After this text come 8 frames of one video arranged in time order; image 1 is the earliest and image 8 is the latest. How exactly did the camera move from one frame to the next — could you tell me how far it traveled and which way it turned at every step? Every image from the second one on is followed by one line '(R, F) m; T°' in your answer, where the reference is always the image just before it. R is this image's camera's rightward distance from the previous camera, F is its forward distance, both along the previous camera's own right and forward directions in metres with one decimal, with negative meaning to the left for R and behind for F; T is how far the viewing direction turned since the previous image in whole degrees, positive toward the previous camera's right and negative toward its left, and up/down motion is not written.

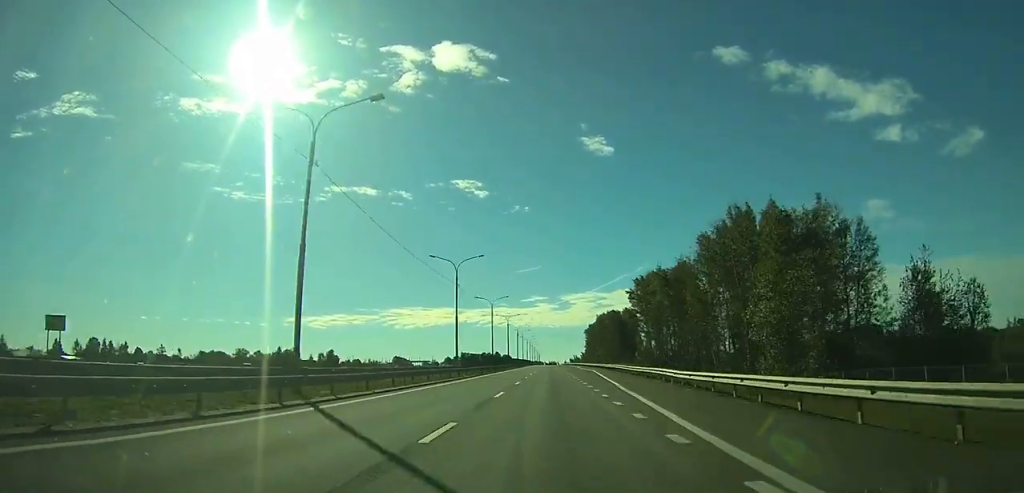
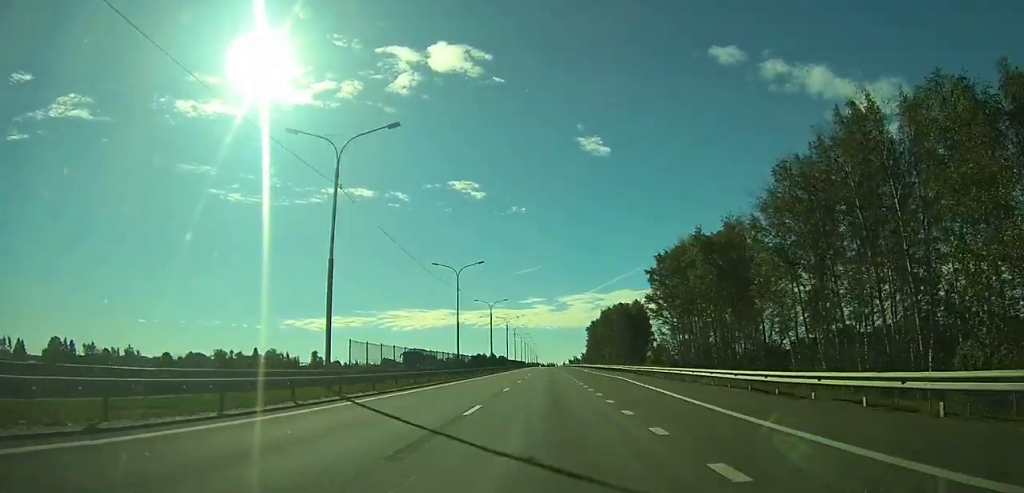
(0.0, +30.8) m; 0°
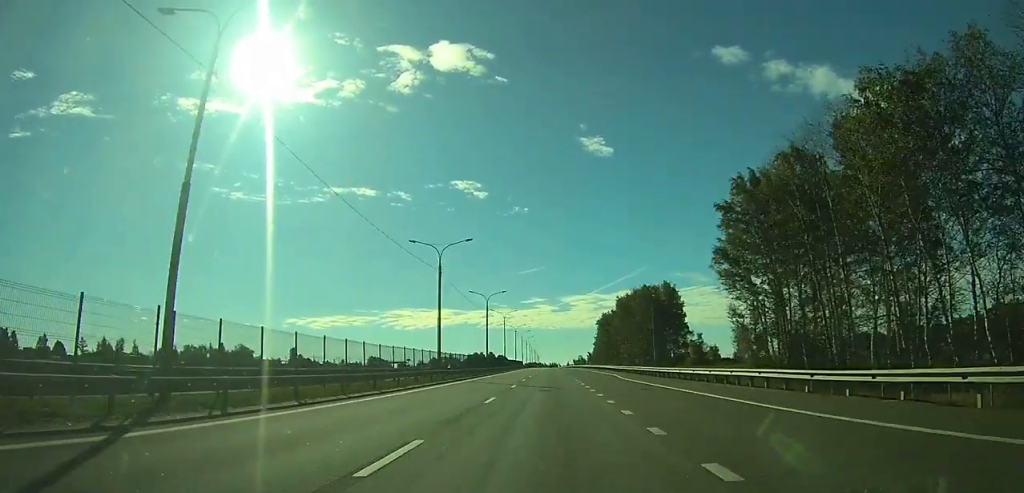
(0.0, +44.1) m; 0°
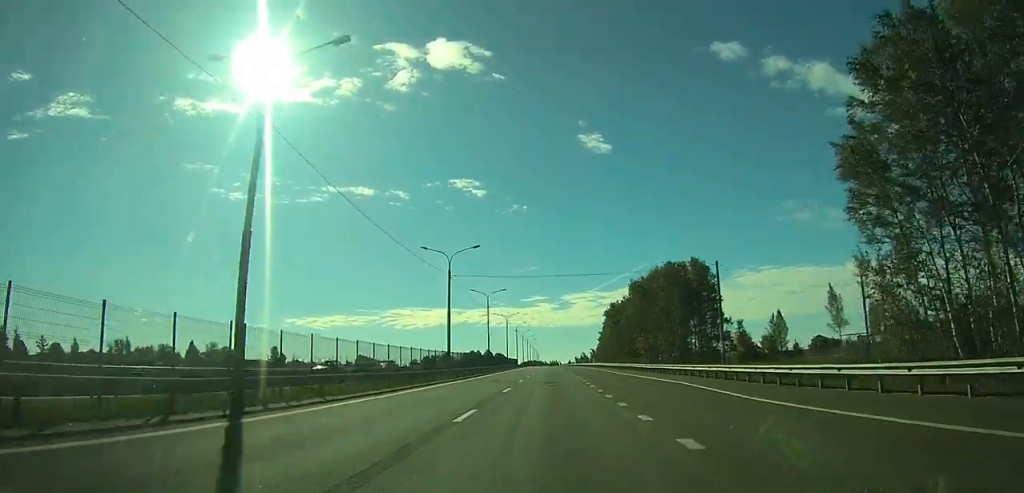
(-0.1, +30.5) m; 0°
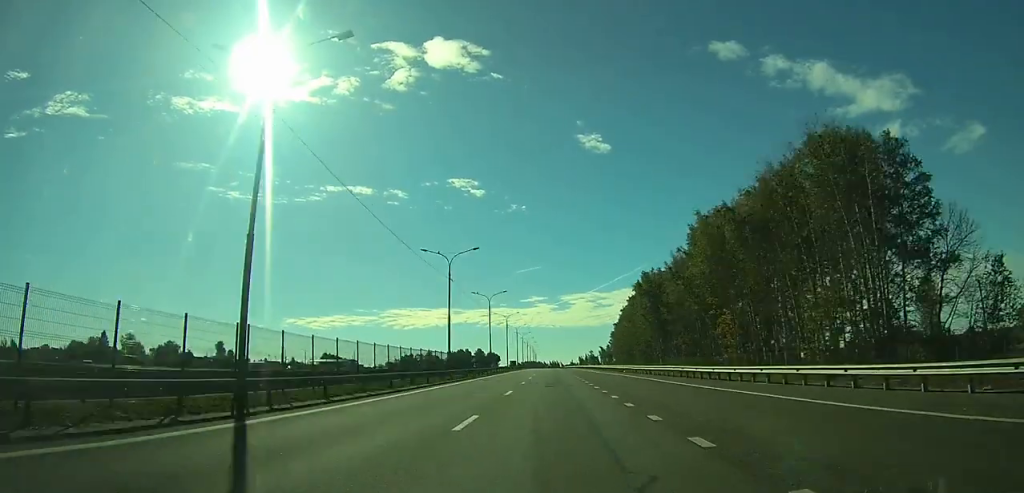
(+0.7, +67.8) m; 0°
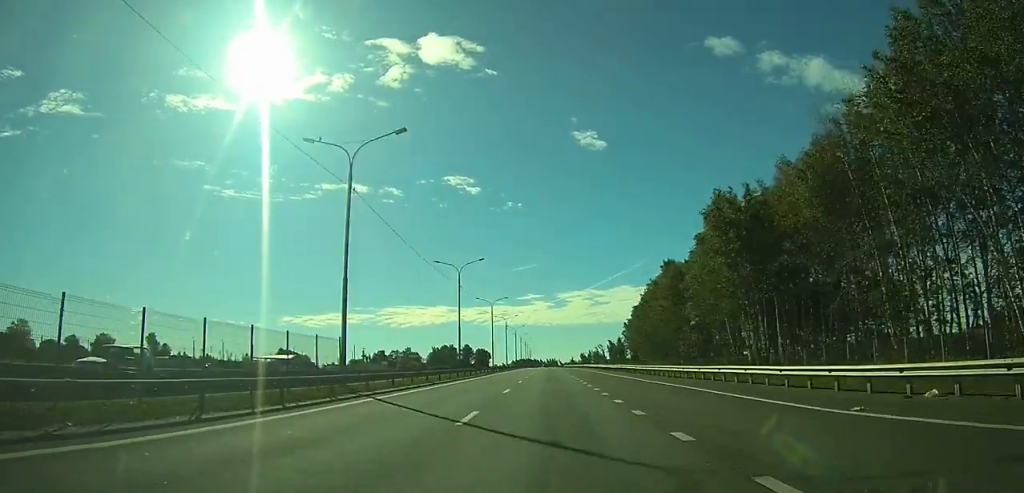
(-1.1, +59.5) m; 0°
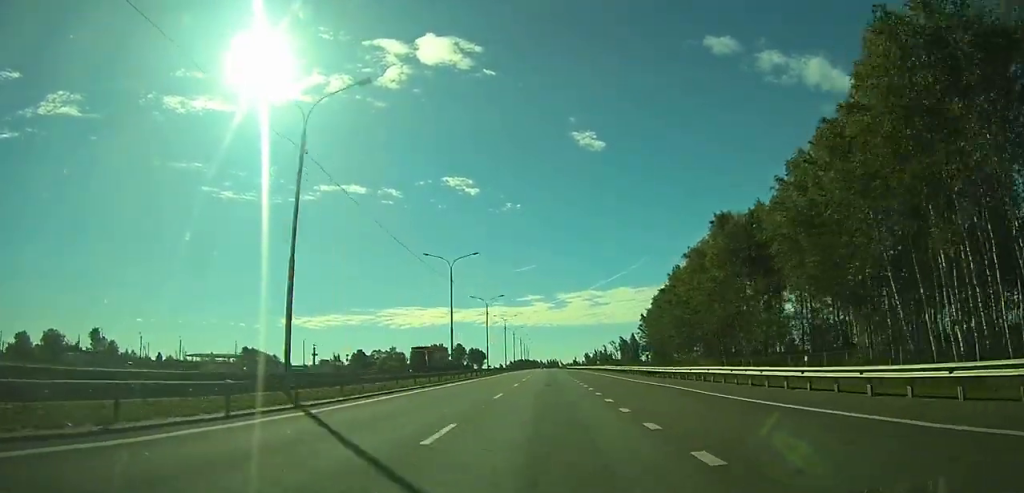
(+0.5, +38.7) m; 0°
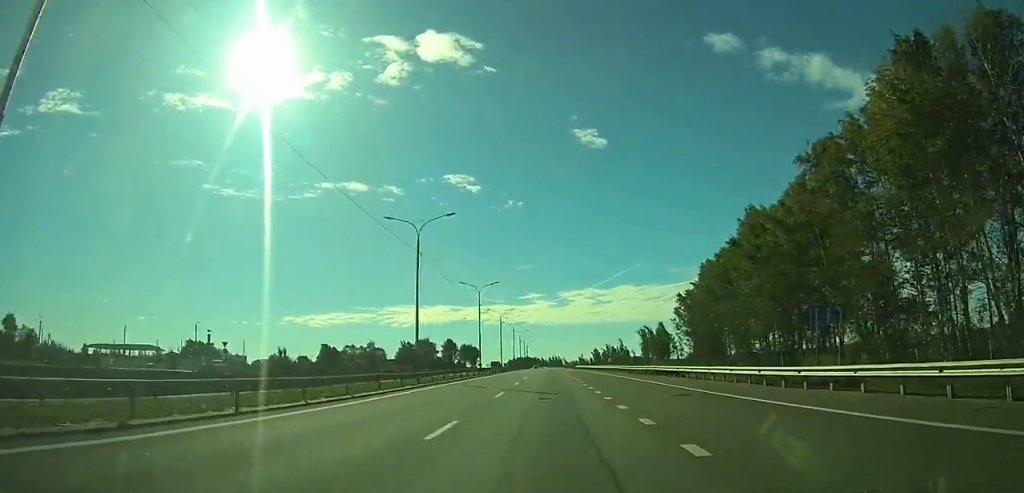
(+0.1, +47.6) m; 0°
